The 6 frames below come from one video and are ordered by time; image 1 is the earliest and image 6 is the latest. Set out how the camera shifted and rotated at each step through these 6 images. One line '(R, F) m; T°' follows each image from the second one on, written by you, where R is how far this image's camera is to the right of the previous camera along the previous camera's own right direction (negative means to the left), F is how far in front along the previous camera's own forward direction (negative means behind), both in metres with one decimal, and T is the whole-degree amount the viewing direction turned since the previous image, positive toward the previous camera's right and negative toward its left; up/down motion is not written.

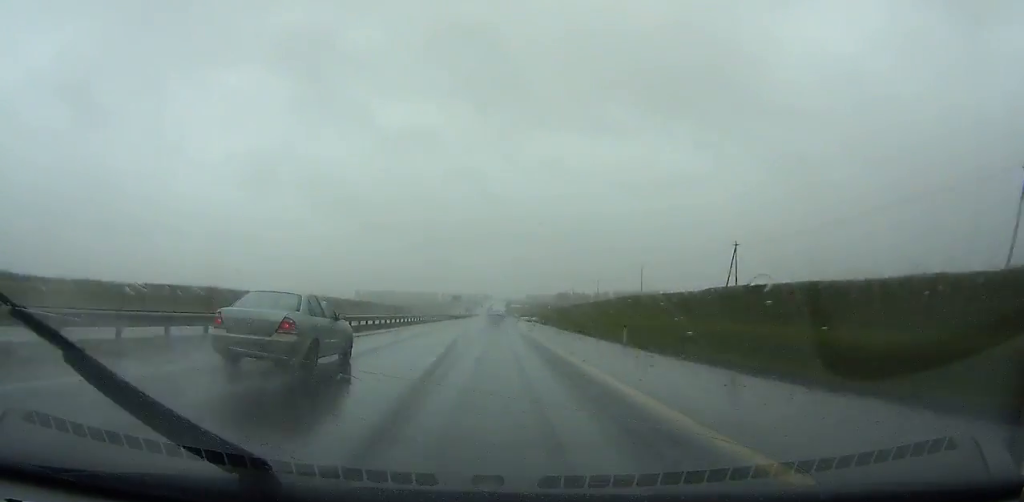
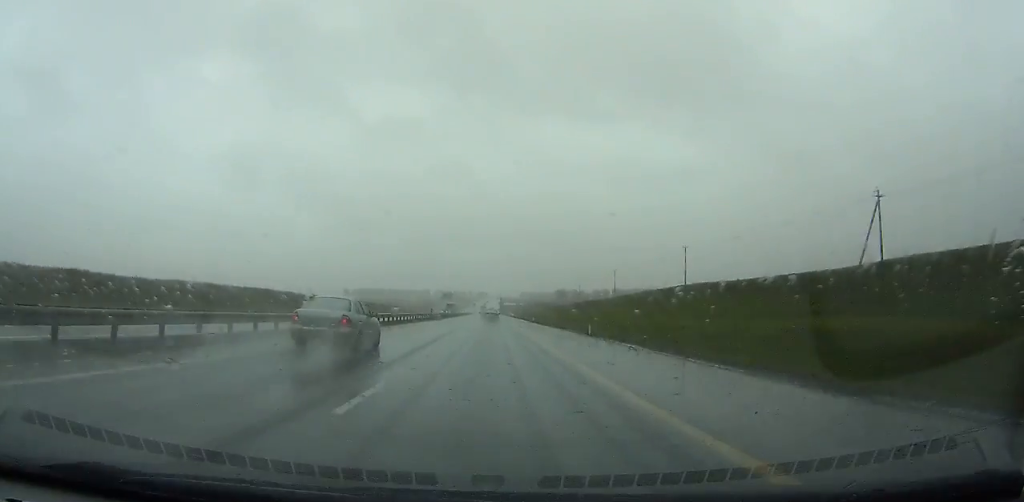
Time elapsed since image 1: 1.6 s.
(+0.2, +42.0) m; 0°
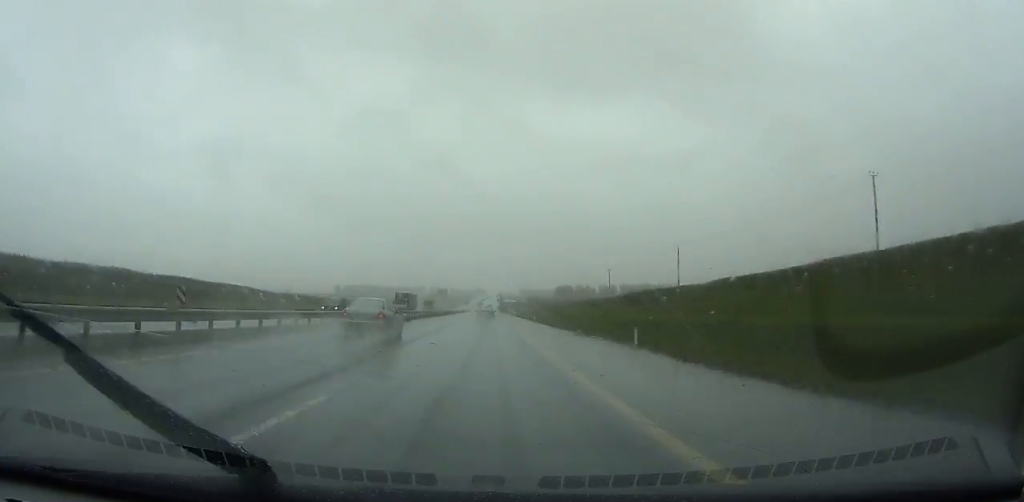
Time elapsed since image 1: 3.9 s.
(+0.1, +60.3) m; 0°
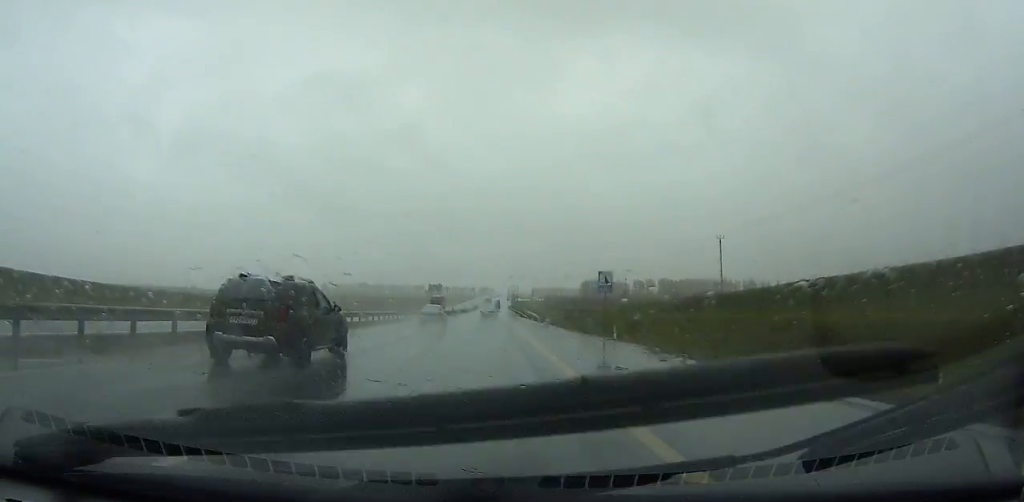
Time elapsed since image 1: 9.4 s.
(-0.7, +144.8) m; -1°
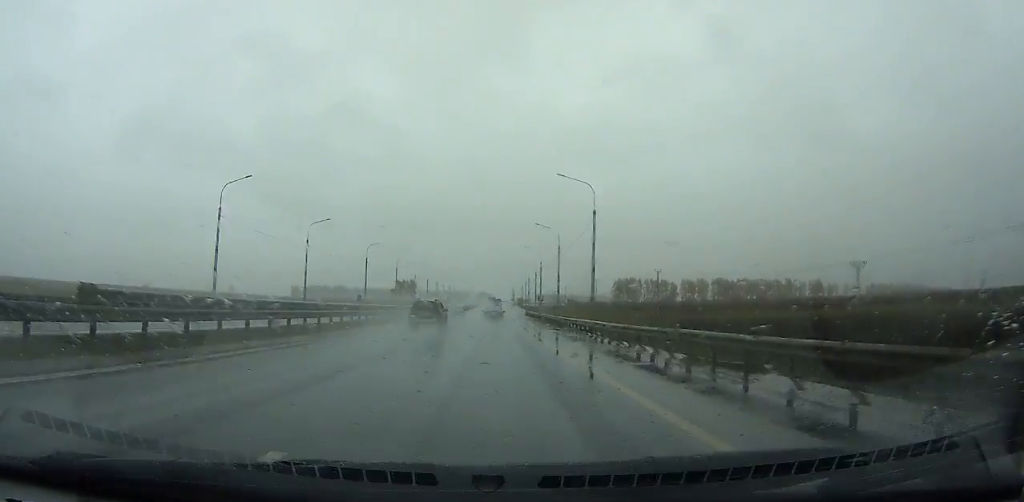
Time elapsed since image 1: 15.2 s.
(+0.1, +154.6) m; 0°
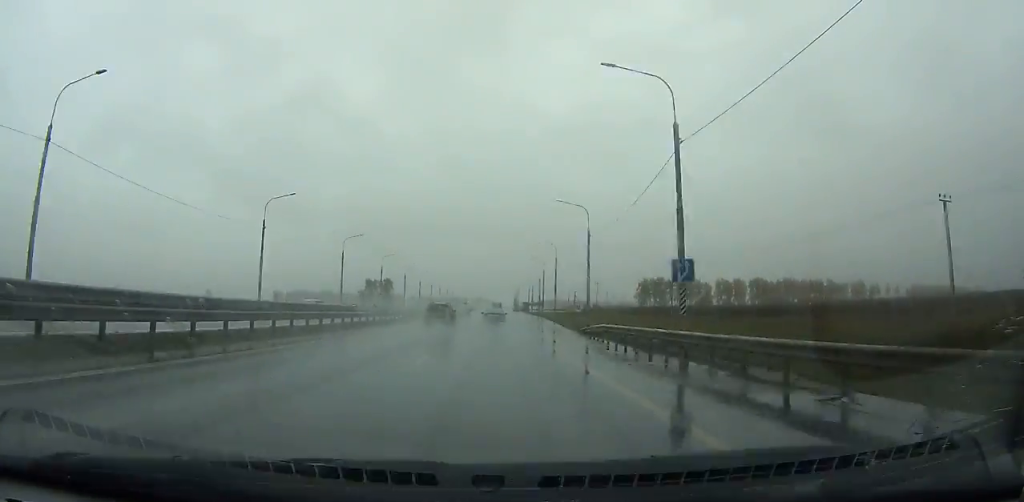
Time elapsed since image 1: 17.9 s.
(-0.1, +71.4) m; 0°
